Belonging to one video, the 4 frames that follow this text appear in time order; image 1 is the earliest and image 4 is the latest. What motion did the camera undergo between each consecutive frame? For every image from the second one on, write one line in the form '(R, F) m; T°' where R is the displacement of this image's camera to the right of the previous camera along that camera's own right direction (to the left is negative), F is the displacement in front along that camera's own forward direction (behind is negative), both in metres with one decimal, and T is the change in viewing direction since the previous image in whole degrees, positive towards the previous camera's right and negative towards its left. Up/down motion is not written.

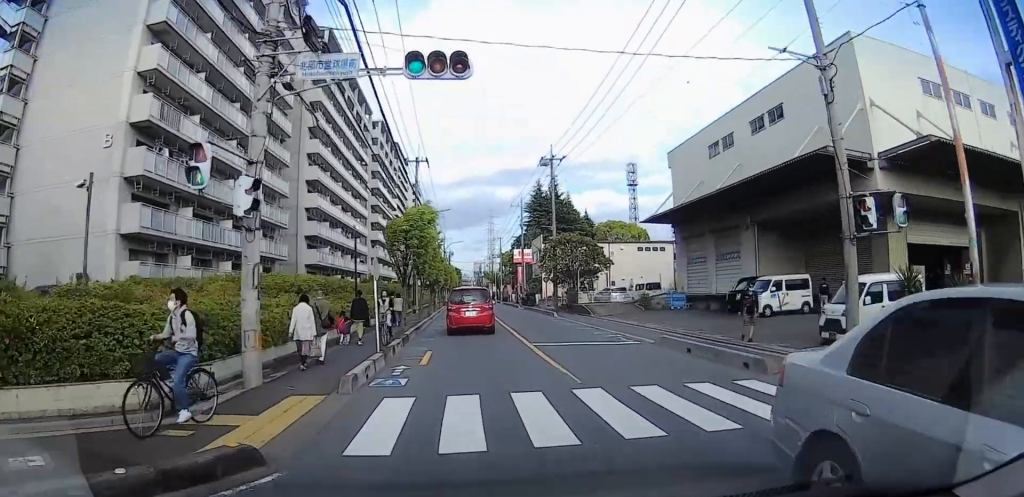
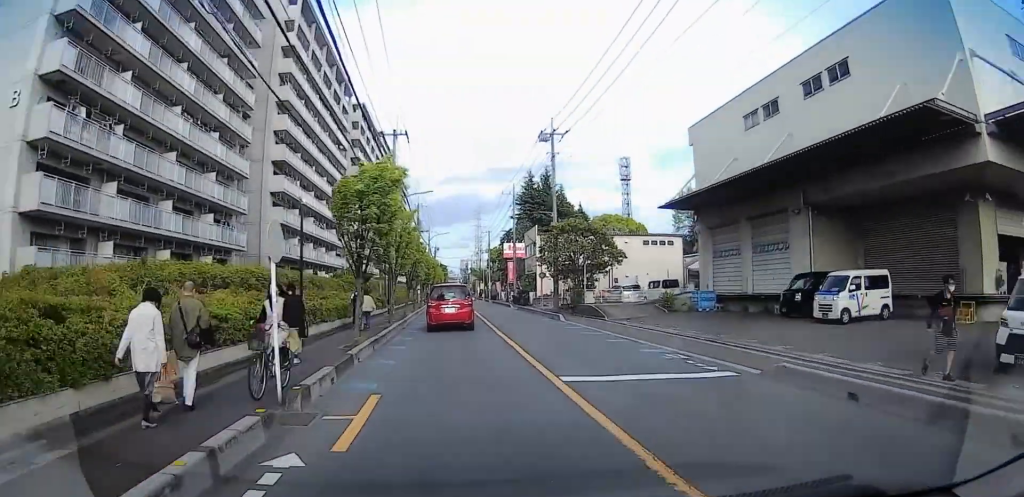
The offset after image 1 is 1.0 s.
(0.0, +8.9) m; 0°
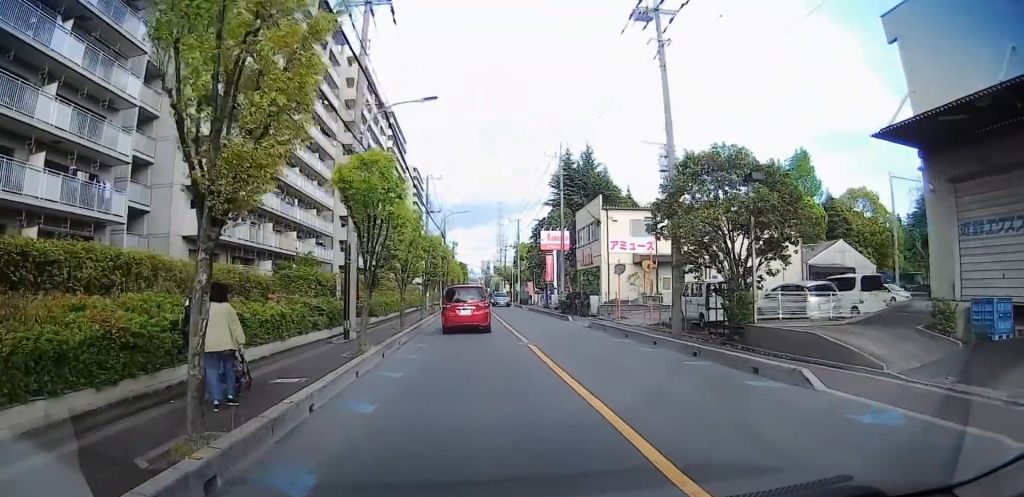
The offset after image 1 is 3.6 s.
(0.0, +25.3) m; 0°
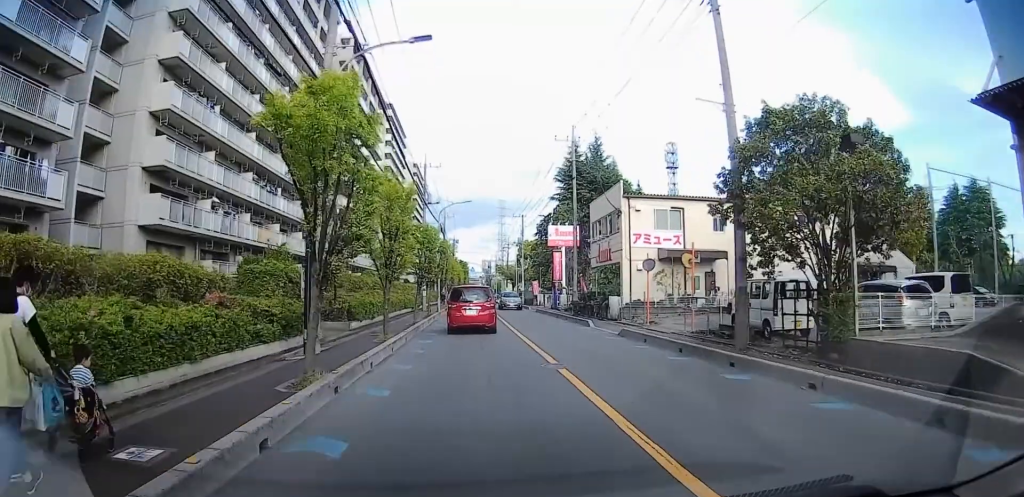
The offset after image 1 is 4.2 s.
(0.0, +6.2) m; 0°
